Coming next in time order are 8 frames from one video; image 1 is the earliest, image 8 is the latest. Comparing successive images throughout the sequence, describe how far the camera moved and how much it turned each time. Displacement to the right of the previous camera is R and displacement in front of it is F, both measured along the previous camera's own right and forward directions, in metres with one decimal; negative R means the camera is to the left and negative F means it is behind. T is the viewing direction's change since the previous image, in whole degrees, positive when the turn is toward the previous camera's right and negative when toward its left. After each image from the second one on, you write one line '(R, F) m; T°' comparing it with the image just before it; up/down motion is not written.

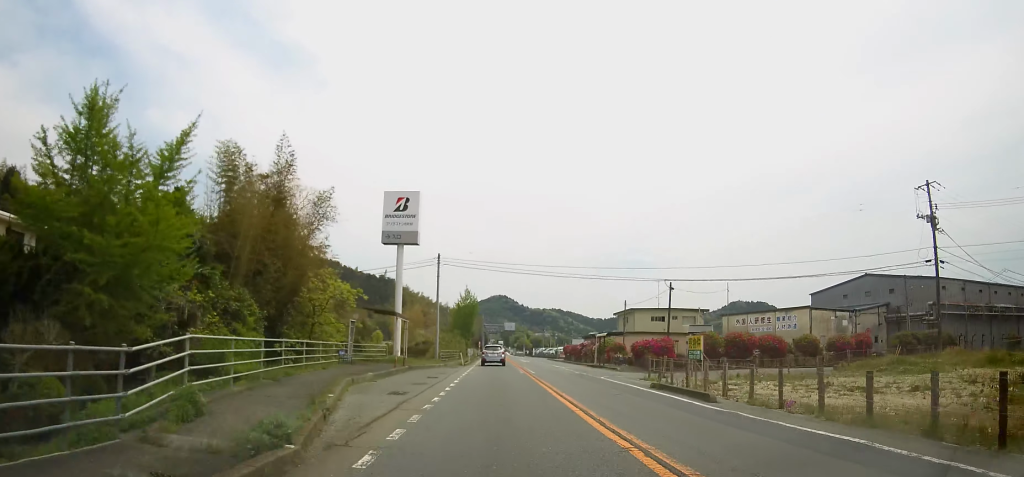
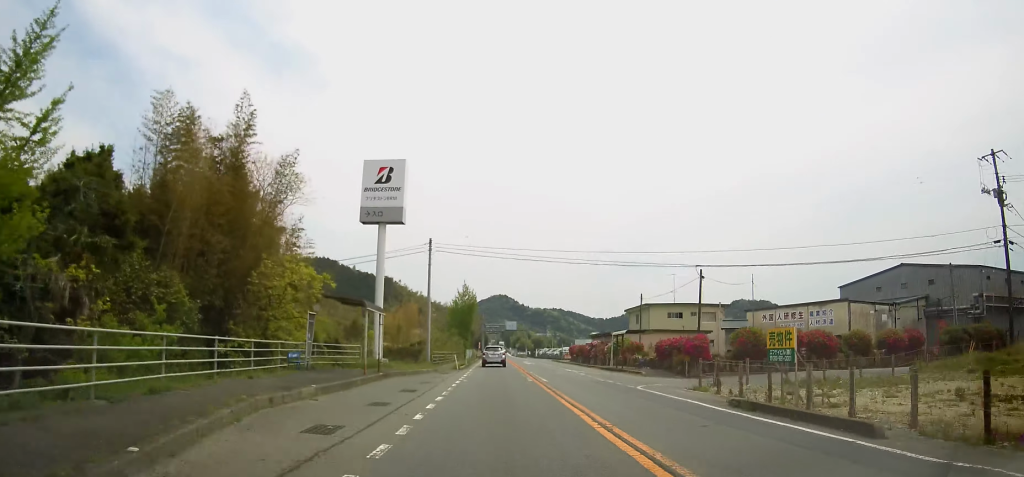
(0.0, +7.2) m; 0°
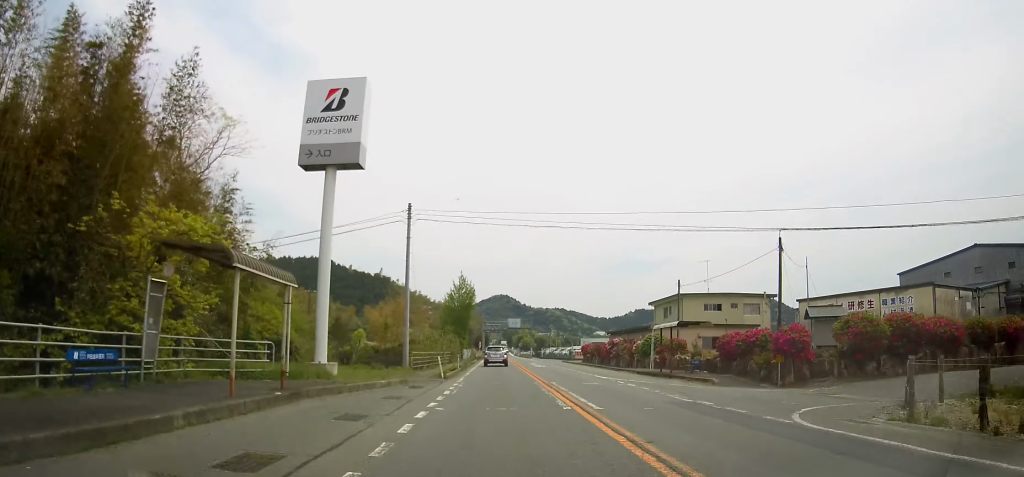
(0.0, +11.9) m; 0°
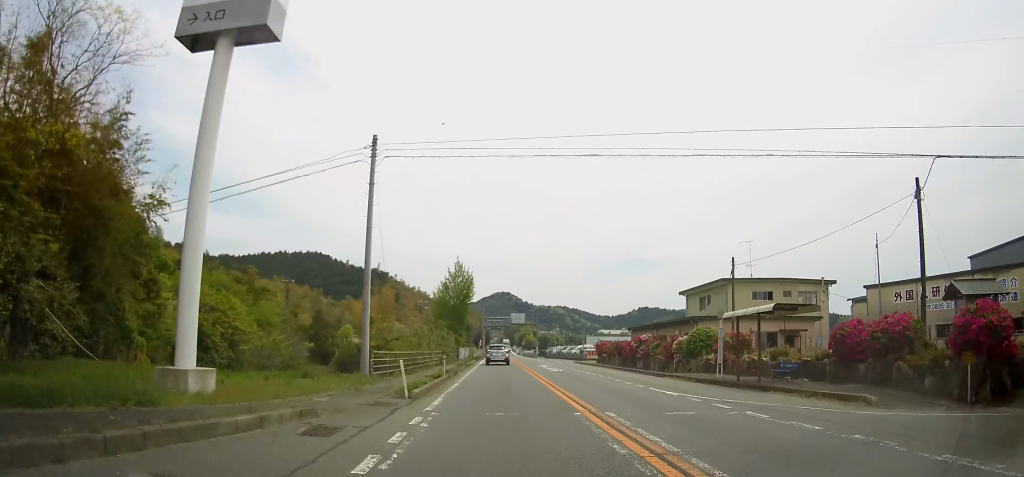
(0.0, +11.0) m; 0°
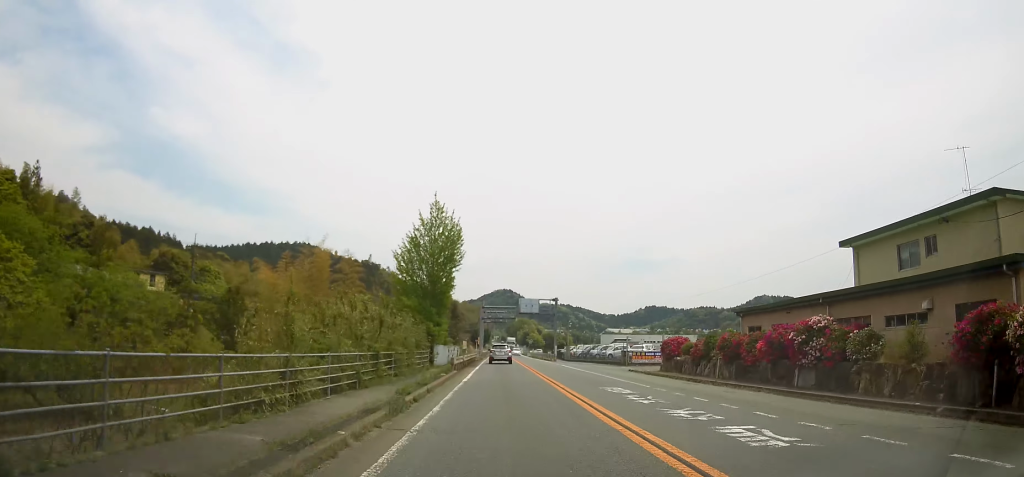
(0.0, +27.9) m; 0°
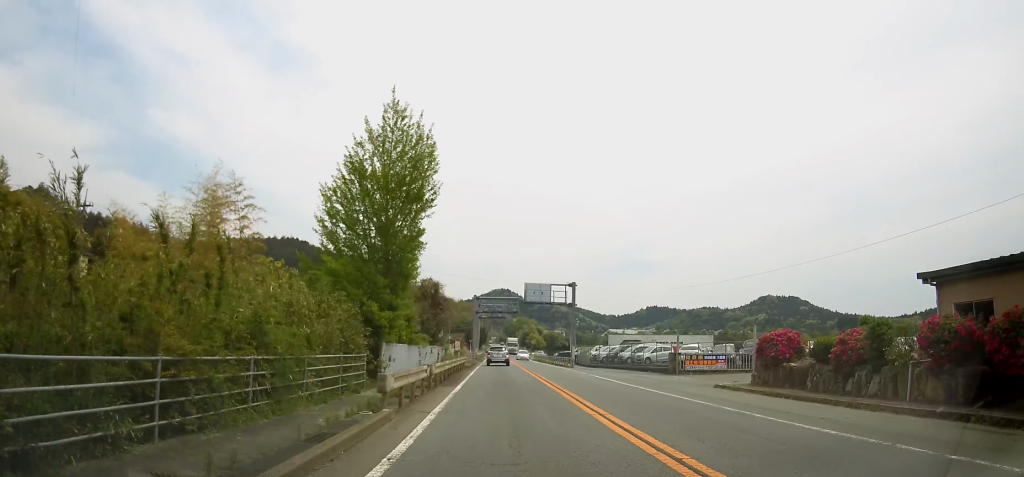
(0.0, +16.9) m; 0°
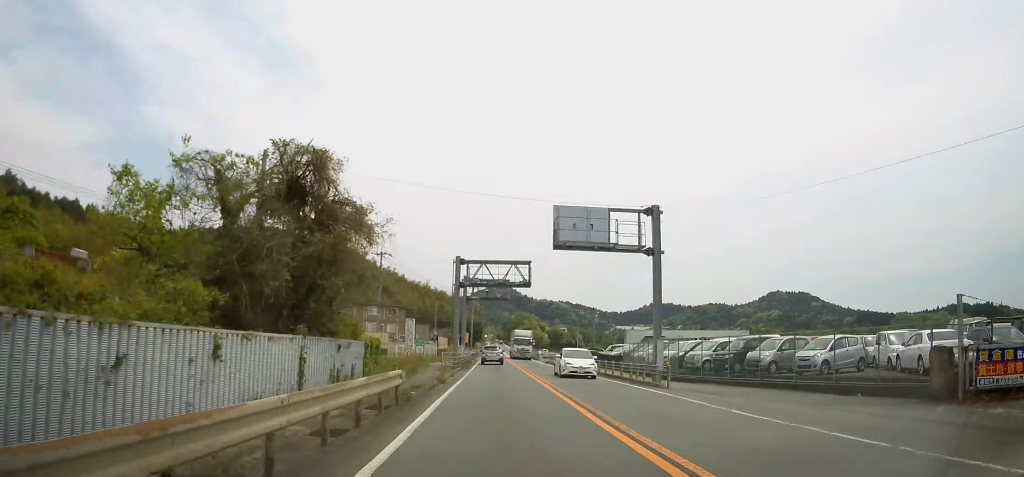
(0.0, +27.4) m; 0°
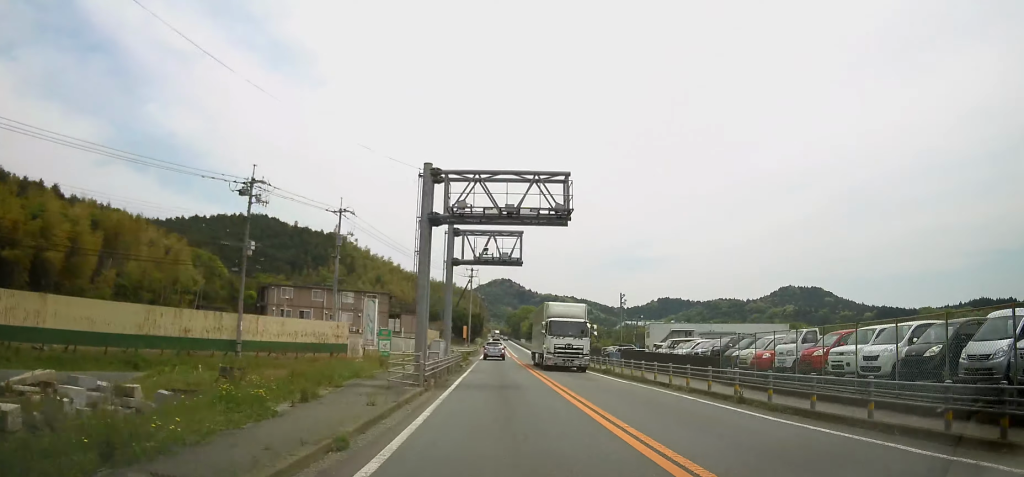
(+0.1, +20.0) m; 0°
